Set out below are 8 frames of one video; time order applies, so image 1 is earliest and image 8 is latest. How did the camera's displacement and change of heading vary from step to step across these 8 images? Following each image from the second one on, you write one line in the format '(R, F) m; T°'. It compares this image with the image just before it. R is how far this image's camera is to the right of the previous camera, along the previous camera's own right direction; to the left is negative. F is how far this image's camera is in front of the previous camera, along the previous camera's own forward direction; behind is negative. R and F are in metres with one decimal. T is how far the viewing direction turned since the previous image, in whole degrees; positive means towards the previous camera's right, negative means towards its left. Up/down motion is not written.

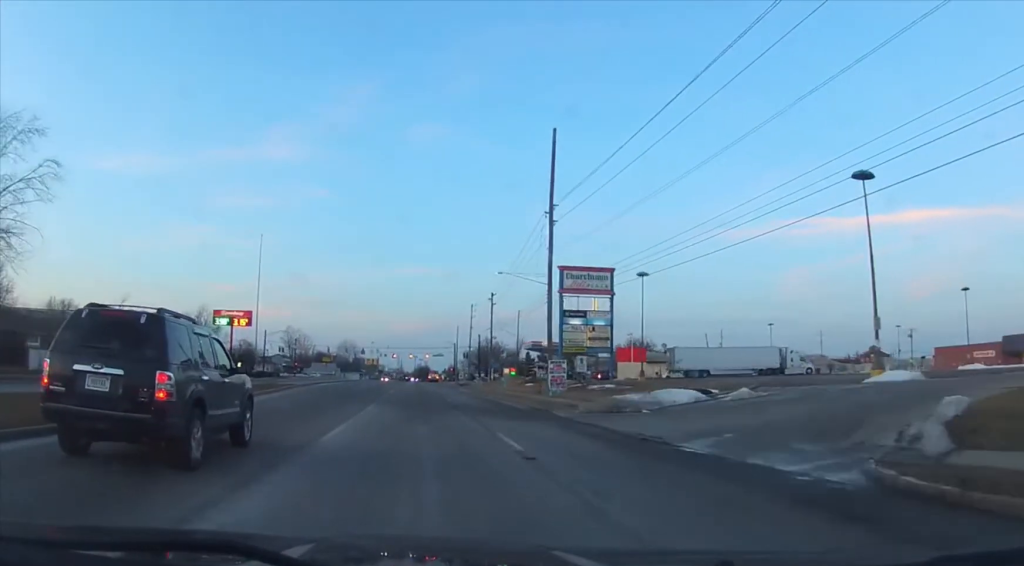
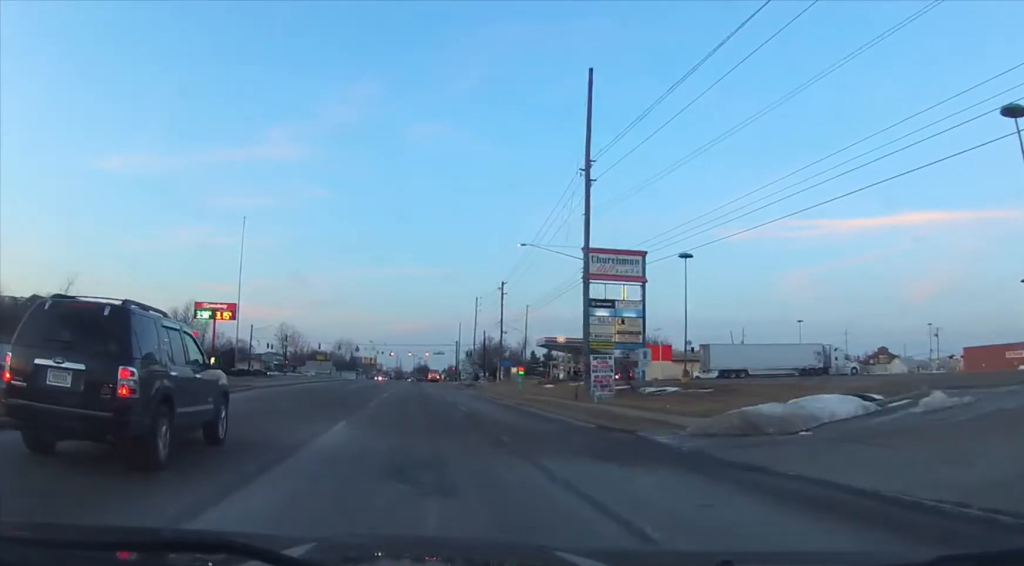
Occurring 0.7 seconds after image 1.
(0.0, +11.7) m; 0°
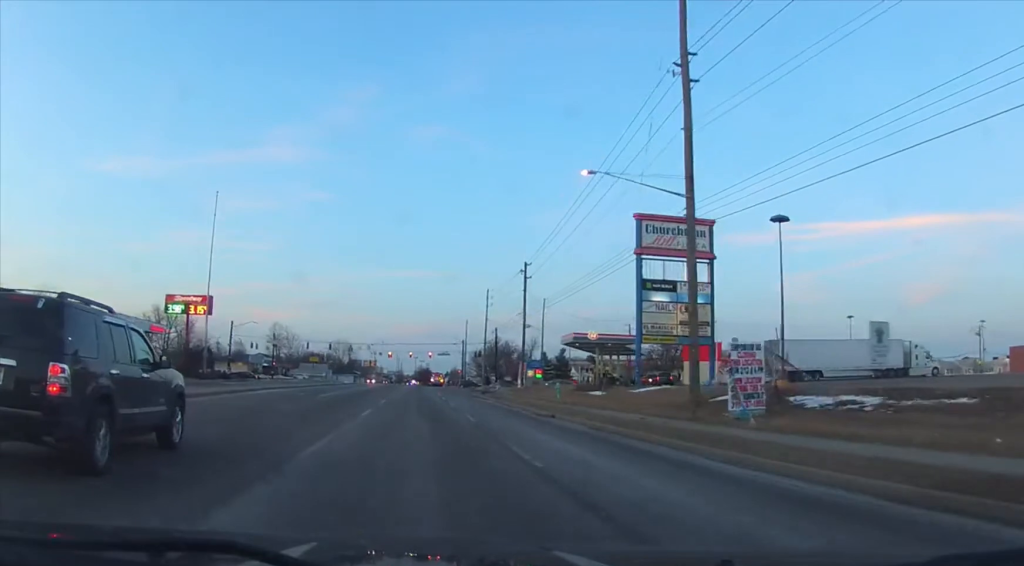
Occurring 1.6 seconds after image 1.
(0.0, +16.0) m; -1°
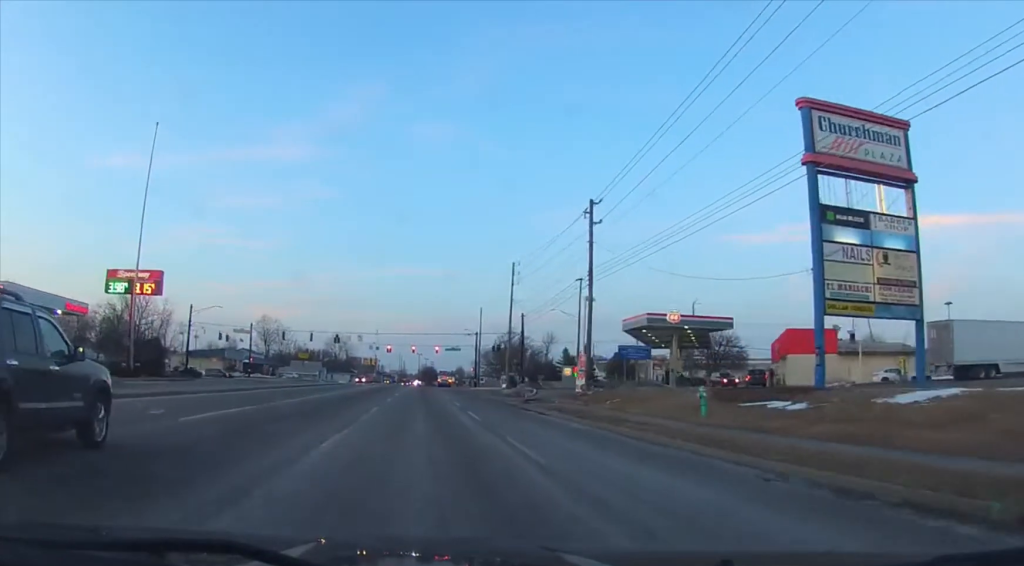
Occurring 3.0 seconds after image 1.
(-0.3, +23.9) m; -1°
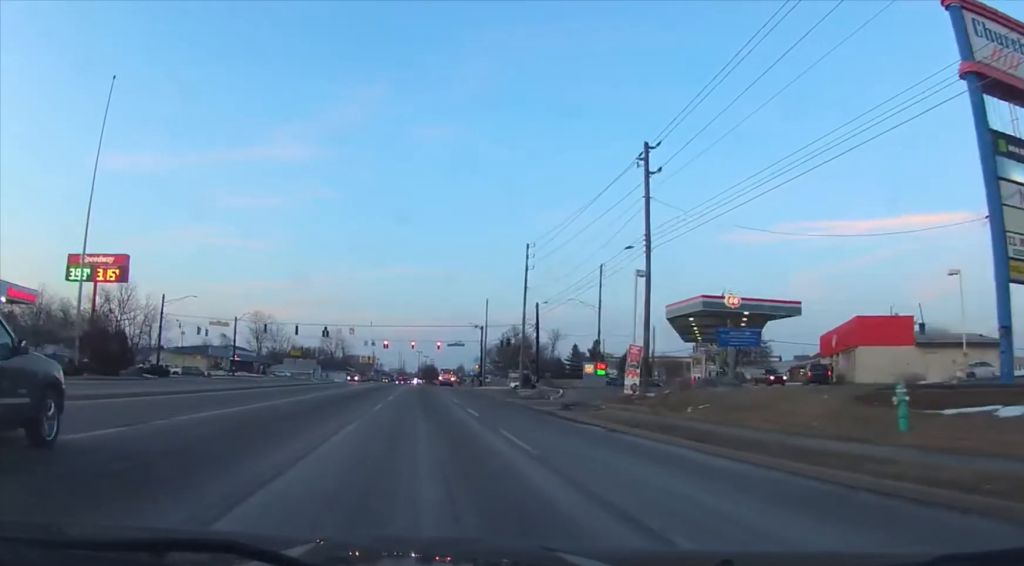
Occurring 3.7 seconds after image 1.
(0.0, +10.9) m; +1°
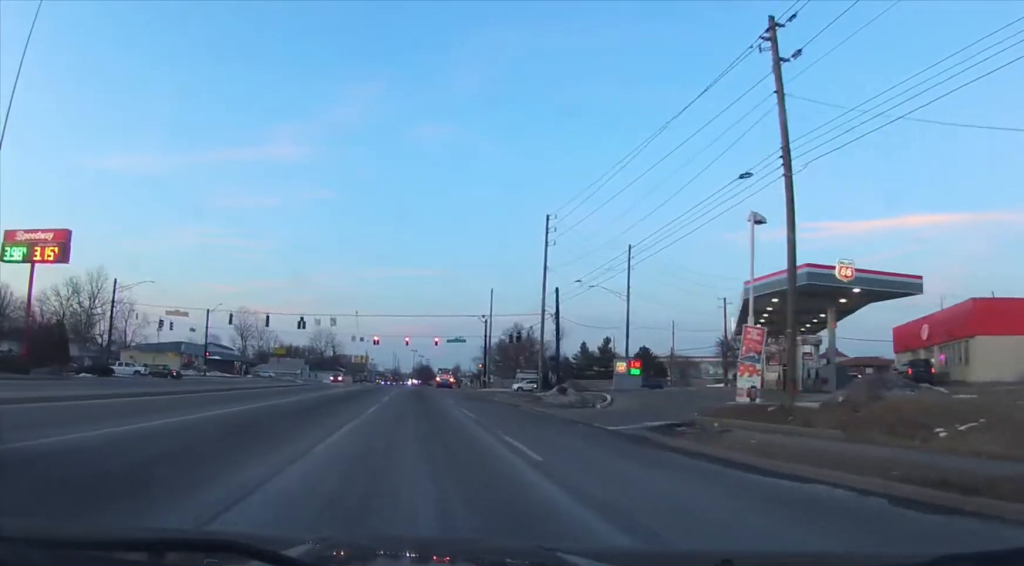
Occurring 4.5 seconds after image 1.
(+0.2, +13.2) m; -1°
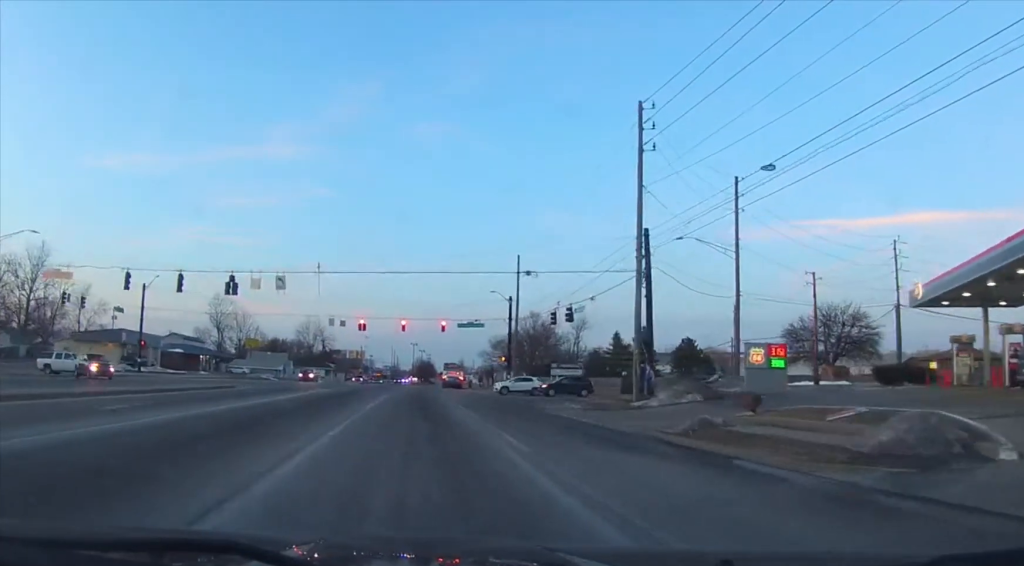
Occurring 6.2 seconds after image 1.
(-0.2, +24.9) m; +1°
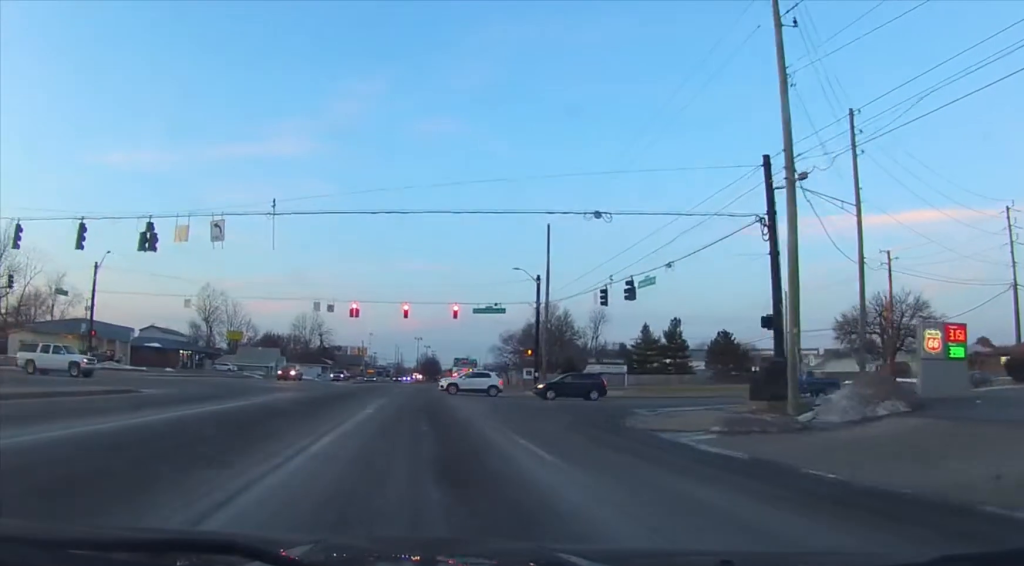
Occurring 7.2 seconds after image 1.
(+0.2, +15.0) m; +1°
